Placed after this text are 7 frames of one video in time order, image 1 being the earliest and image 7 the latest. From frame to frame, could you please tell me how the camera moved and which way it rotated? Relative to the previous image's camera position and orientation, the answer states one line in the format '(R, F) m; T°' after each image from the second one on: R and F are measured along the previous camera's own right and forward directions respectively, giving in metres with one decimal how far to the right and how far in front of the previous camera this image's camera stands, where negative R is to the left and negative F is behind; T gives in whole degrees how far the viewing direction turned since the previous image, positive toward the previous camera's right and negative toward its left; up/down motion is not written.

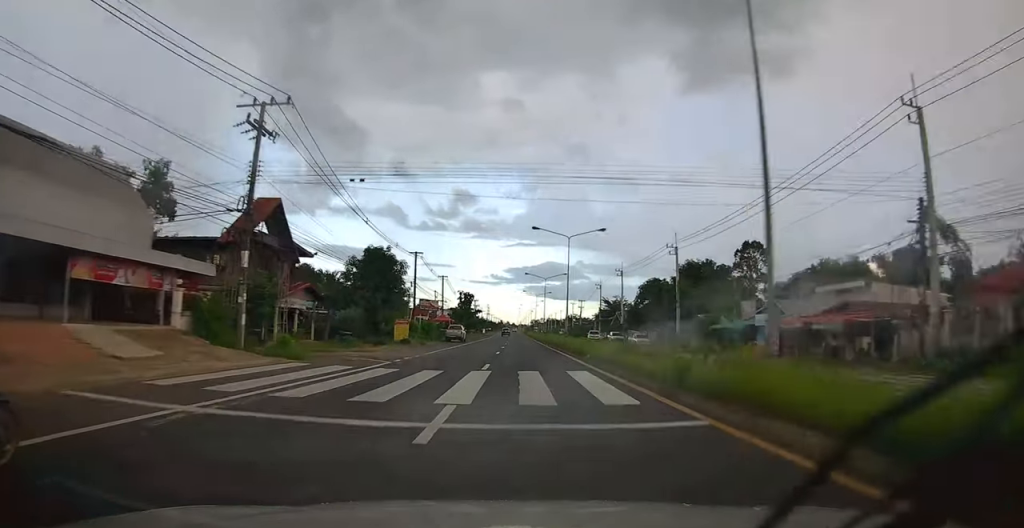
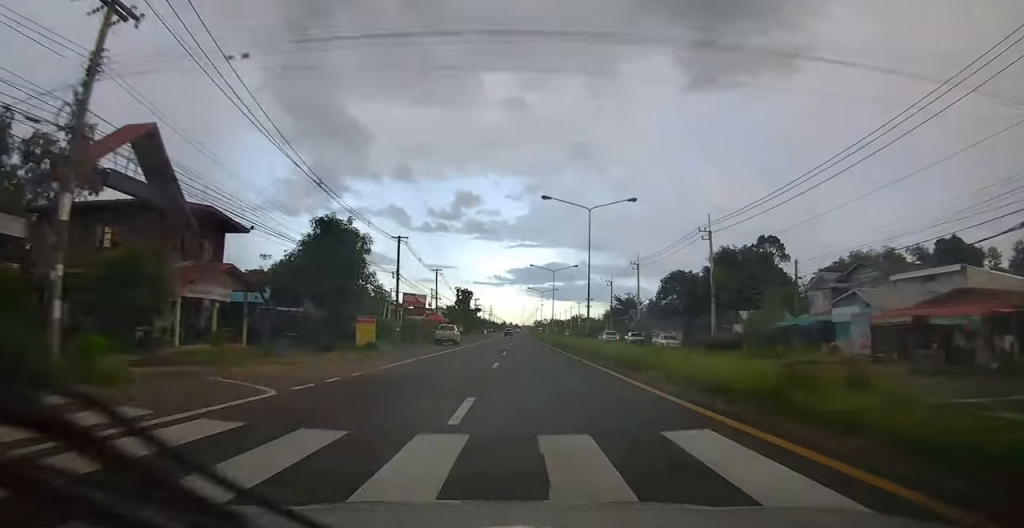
(+0.1, +10.7) m; -1°
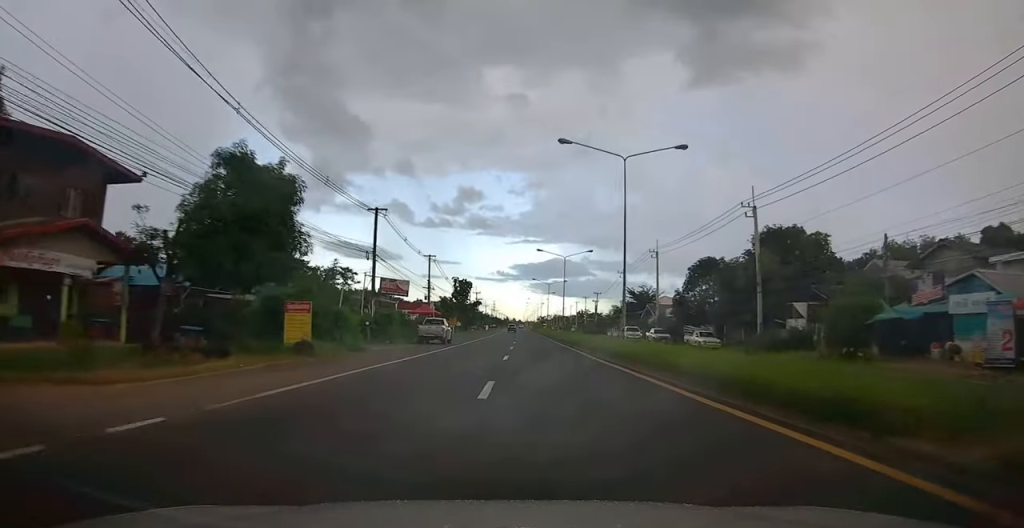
(0.0, +9.9) m; -1°
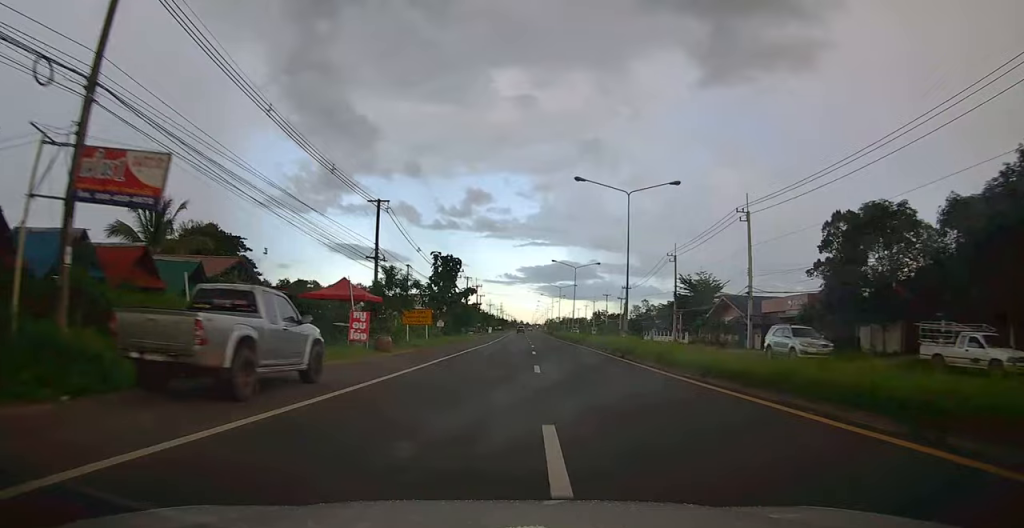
(-0.3, +29.6) m; 0°
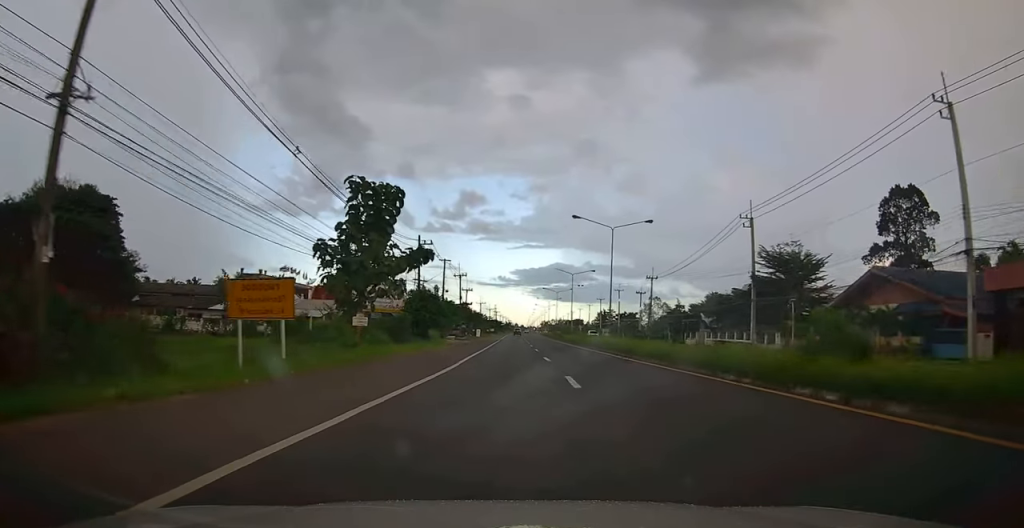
(-0.2, +27.9) m; 0°
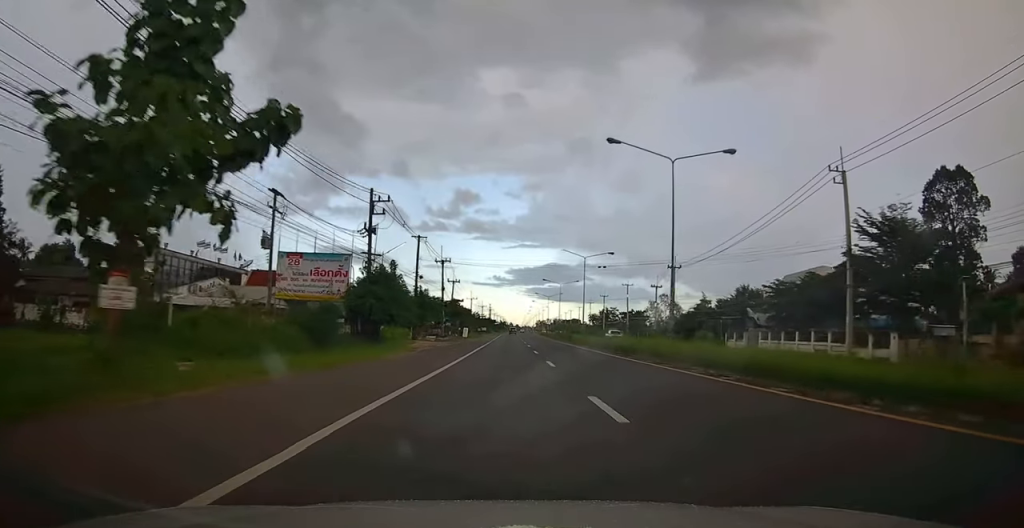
(+0.2, +17.0) m; +1°
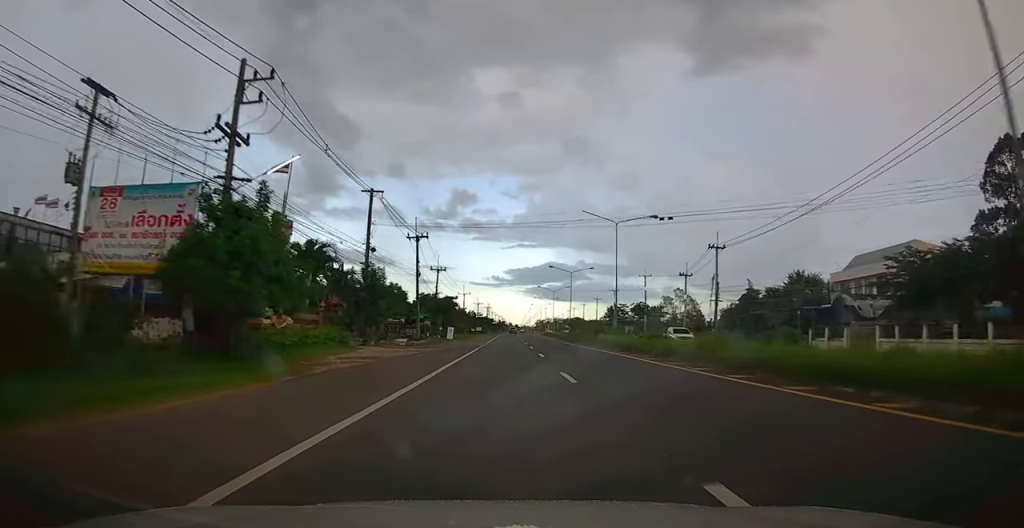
(+0.3, +18.5) m; +1°
